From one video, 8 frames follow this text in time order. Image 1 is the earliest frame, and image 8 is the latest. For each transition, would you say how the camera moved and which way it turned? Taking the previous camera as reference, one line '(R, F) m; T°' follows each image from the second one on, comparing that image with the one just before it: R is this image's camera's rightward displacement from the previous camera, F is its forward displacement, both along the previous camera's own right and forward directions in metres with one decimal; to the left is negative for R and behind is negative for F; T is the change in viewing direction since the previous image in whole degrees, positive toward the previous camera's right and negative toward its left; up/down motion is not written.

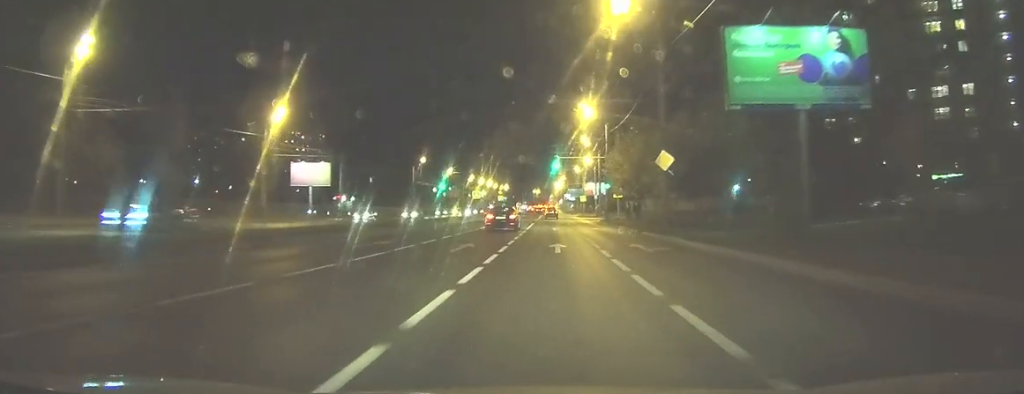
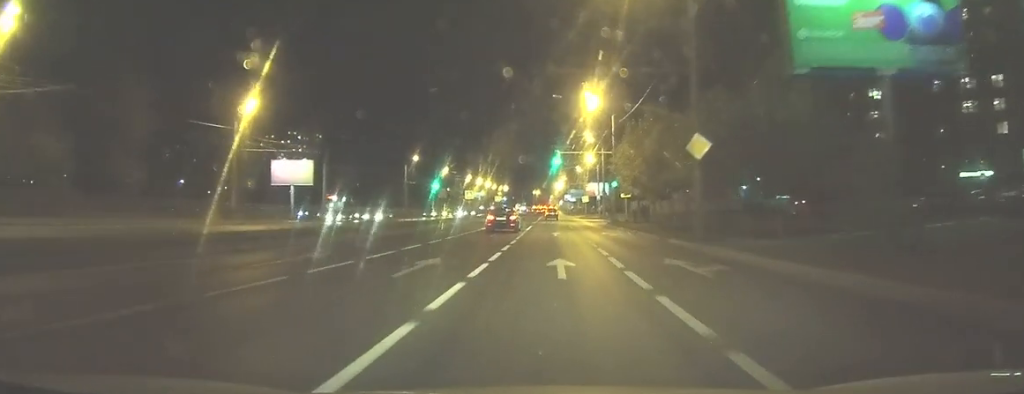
(0.0, +6.9) m; 0°
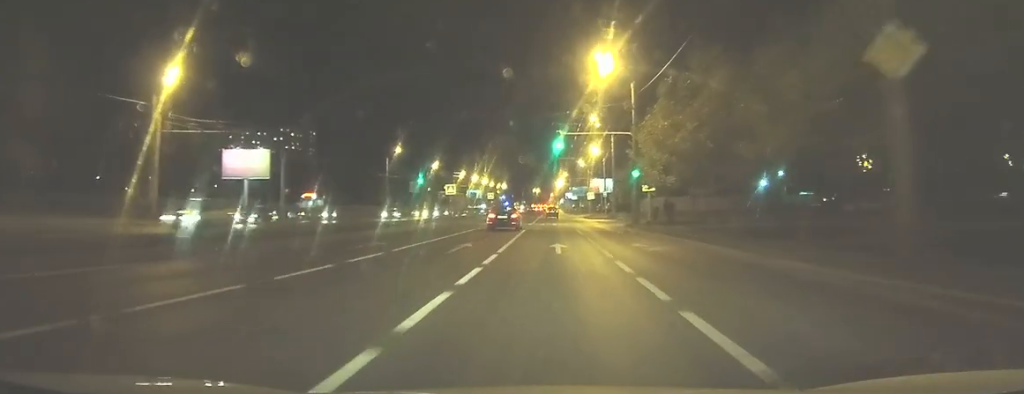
(+0.1, +13.7) m; 0°
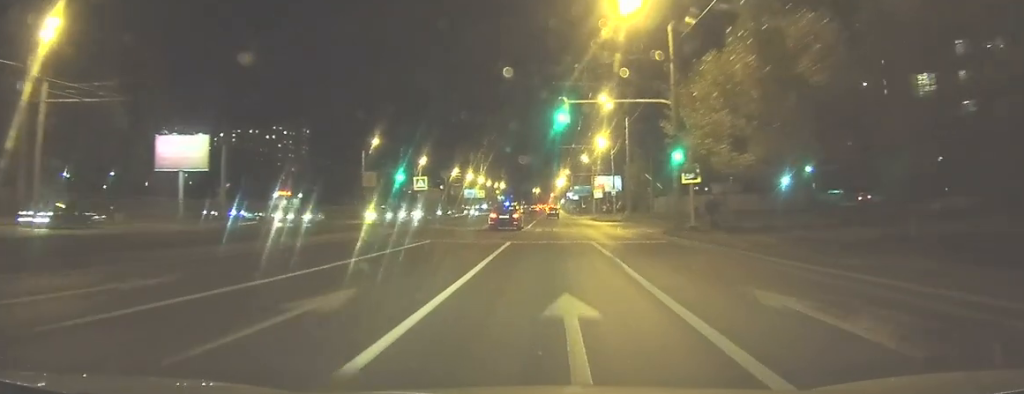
(0.0, +13.8) m; 0°
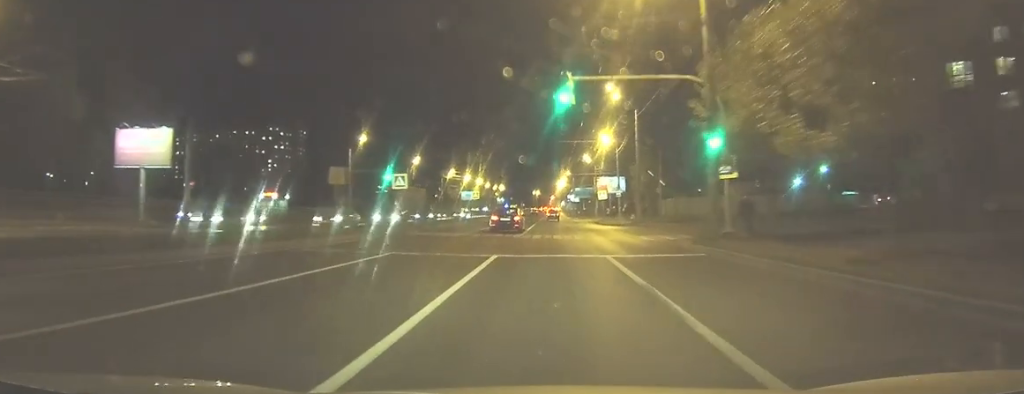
(0.0, +6.4) m; 0°
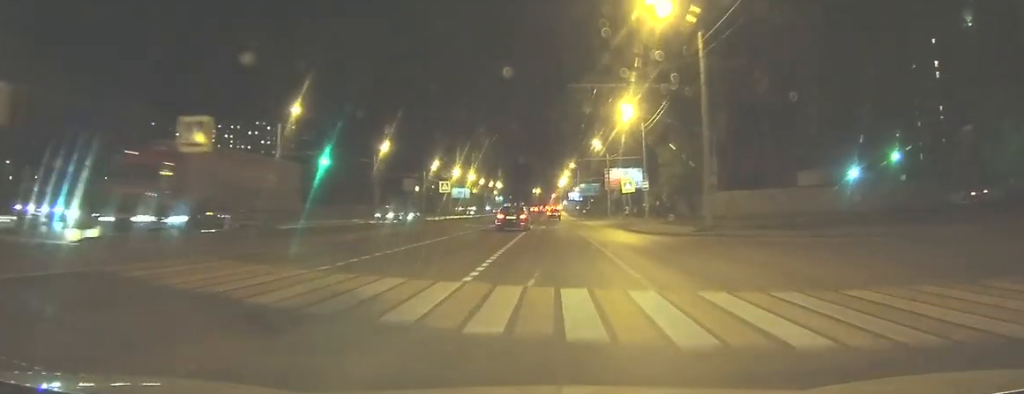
(+0.2, +23.6) m; +1°
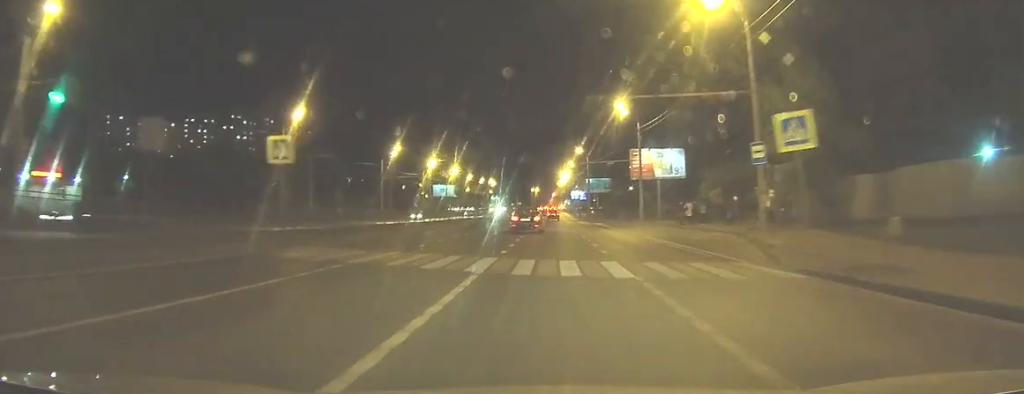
(-0.1, +33.9) m; -1°
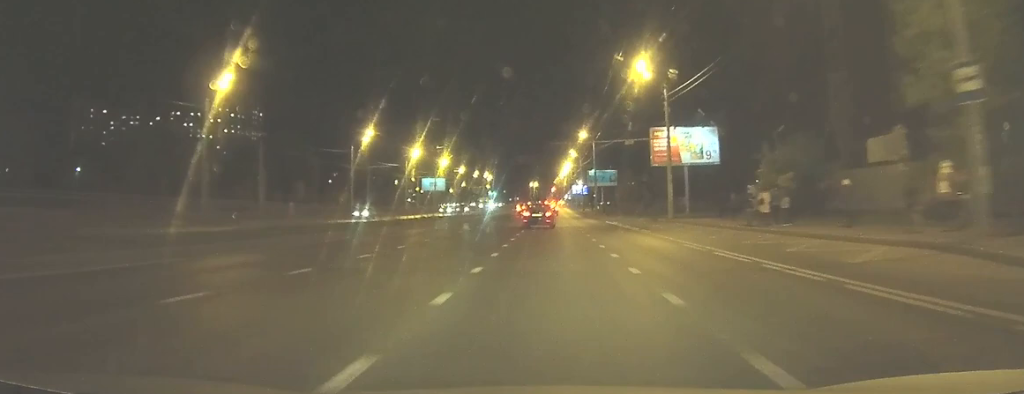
(-0.2, +14.9) m; 0°
